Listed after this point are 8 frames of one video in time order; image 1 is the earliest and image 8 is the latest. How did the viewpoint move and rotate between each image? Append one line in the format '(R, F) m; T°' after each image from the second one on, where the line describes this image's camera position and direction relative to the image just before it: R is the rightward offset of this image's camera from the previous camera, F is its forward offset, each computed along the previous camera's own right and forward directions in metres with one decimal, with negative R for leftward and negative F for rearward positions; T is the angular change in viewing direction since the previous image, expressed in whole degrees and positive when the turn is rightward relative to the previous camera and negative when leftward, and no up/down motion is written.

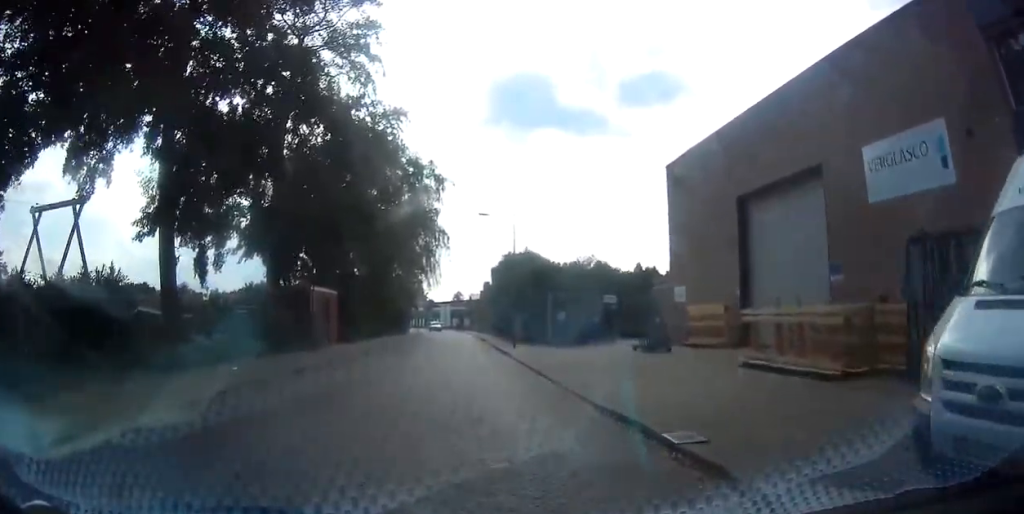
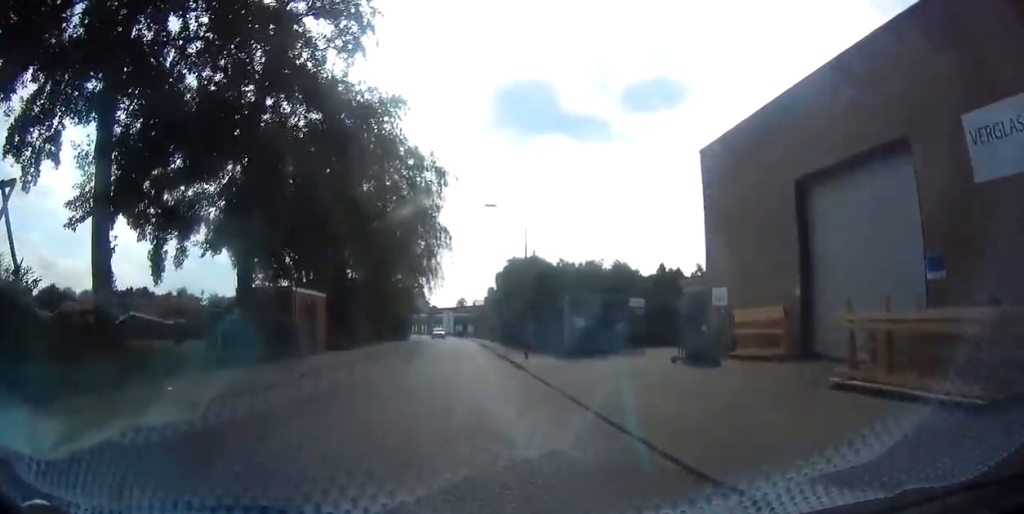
(0.0, +3.5) m; 0°
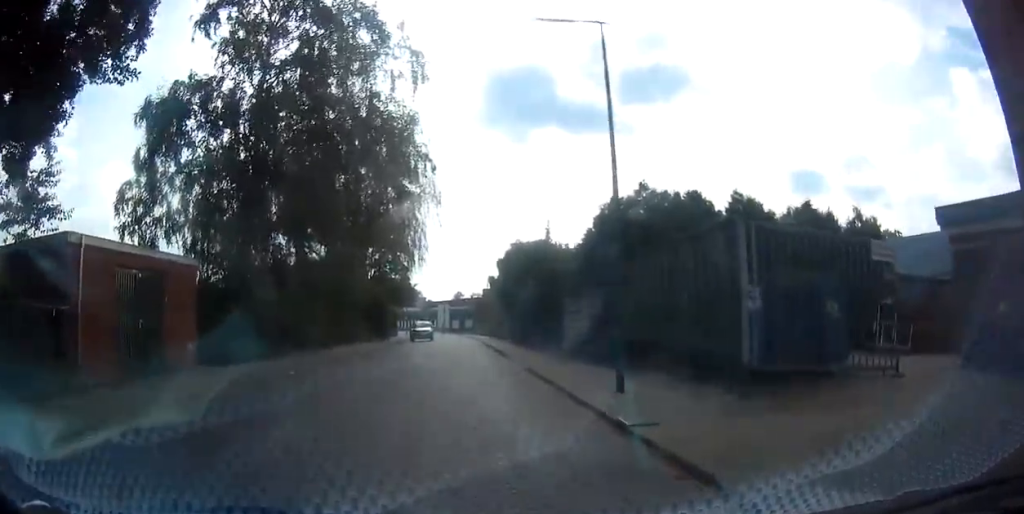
(0.0, +14.5) m; 0°
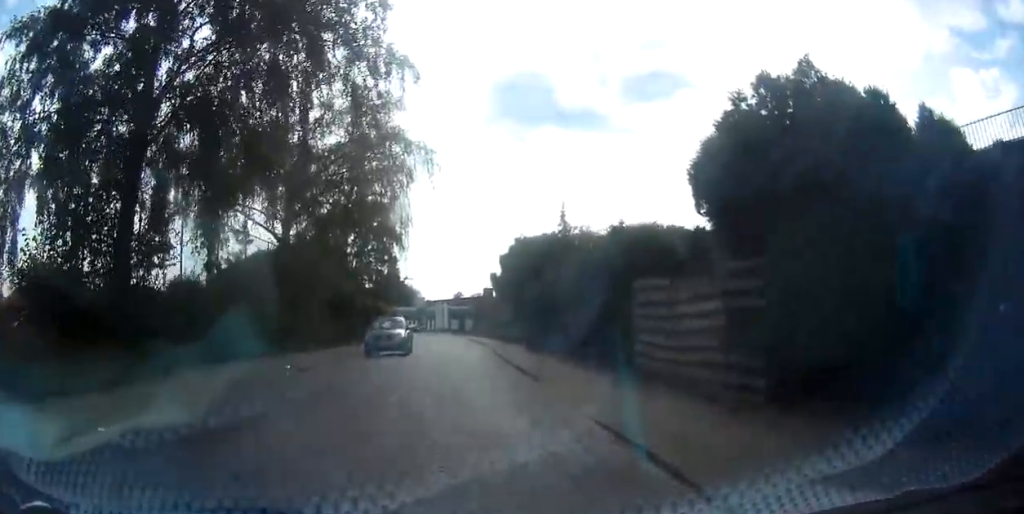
(0.0, +8.2) m; 0°
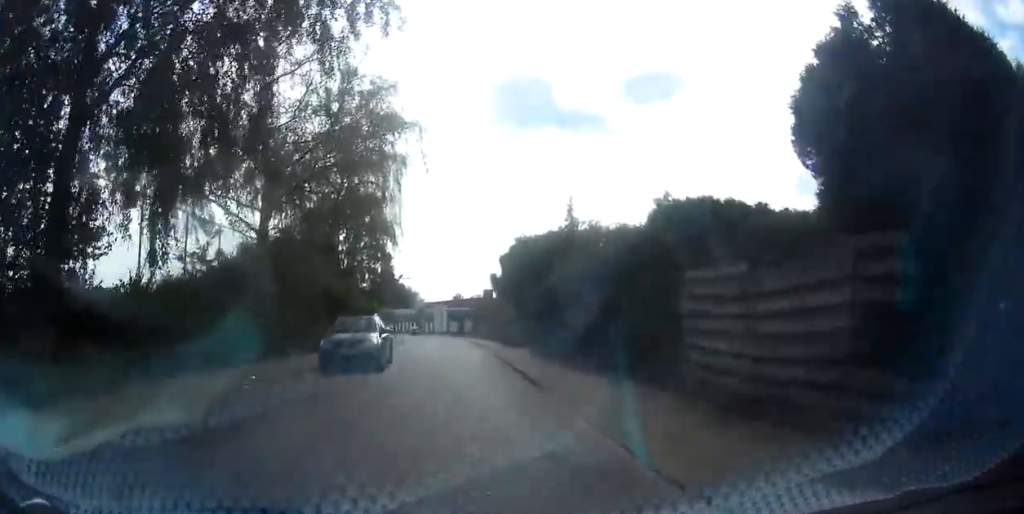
(0.0, +2.9) m; 0°
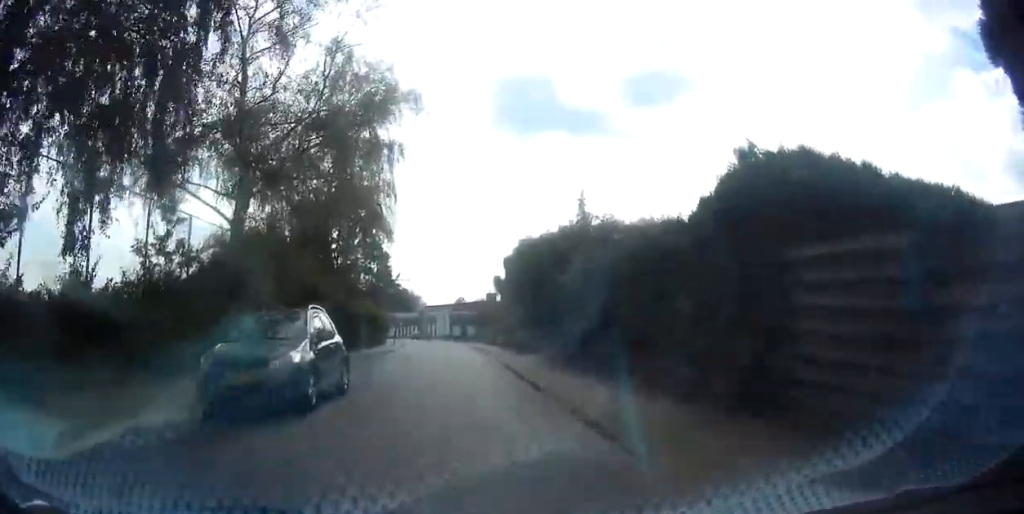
(0.0, +3.0) m; +1°
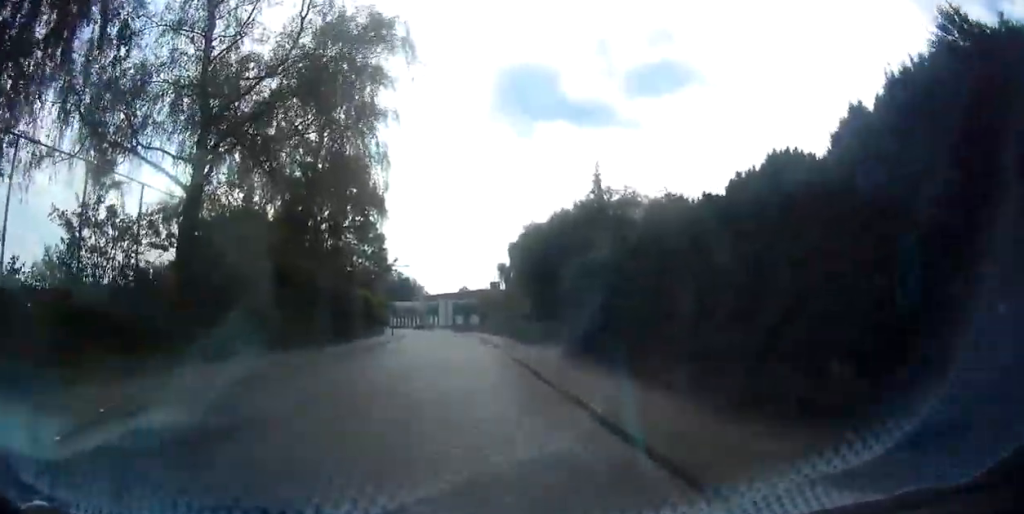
(0.0, +3.7) m; +1°
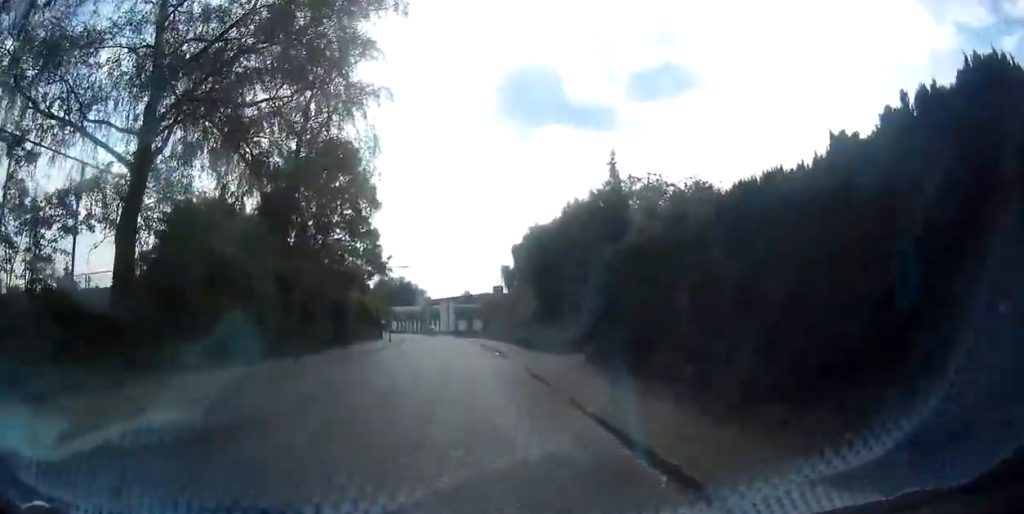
(+0.1, +3.4) m; 0°
